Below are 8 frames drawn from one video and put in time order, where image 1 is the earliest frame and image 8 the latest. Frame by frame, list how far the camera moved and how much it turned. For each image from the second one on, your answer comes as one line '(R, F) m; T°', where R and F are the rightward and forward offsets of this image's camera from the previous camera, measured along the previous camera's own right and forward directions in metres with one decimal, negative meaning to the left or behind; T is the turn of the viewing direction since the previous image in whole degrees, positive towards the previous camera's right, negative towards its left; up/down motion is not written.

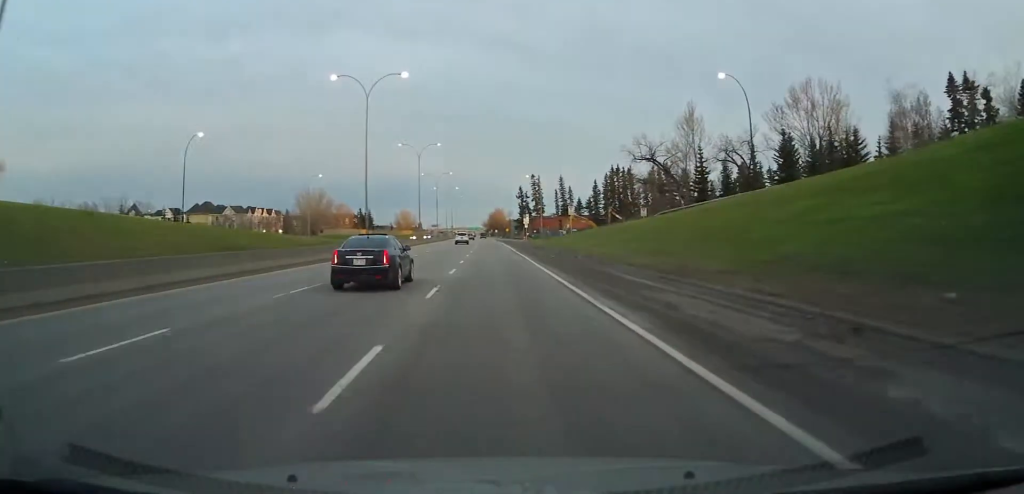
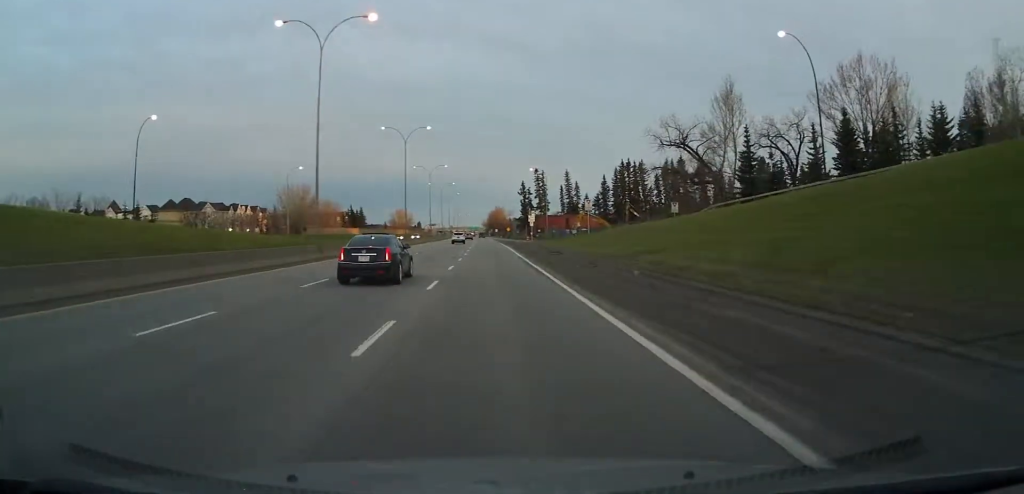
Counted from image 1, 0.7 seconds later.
(0.0, +15.3) m; 0°
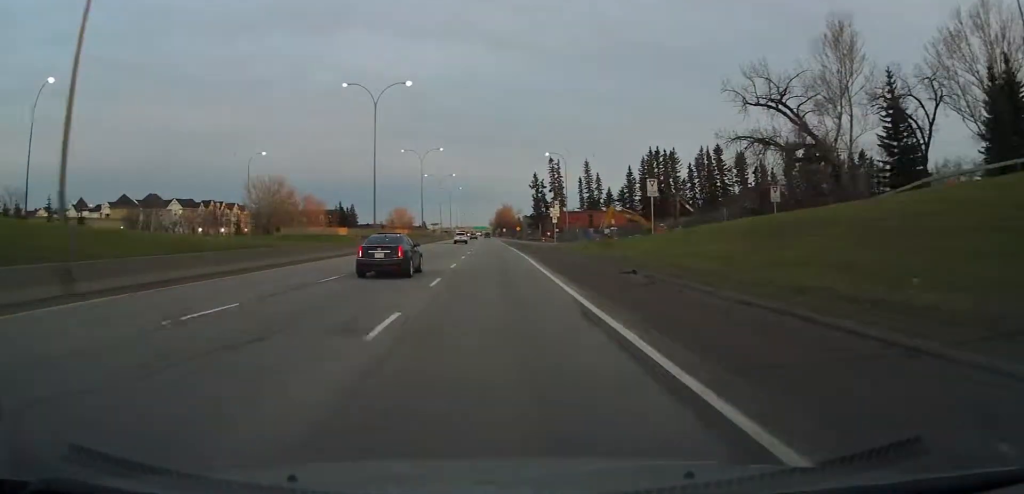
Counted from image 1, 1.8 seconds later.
(0.0, +25.3) m; 0°
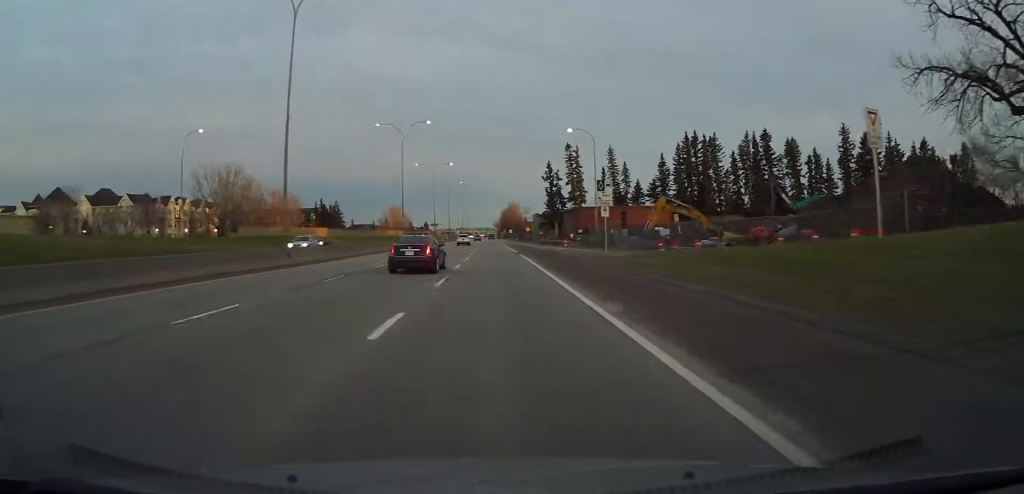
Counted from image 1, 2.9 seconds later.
(0.0, +26.4) m; 0°
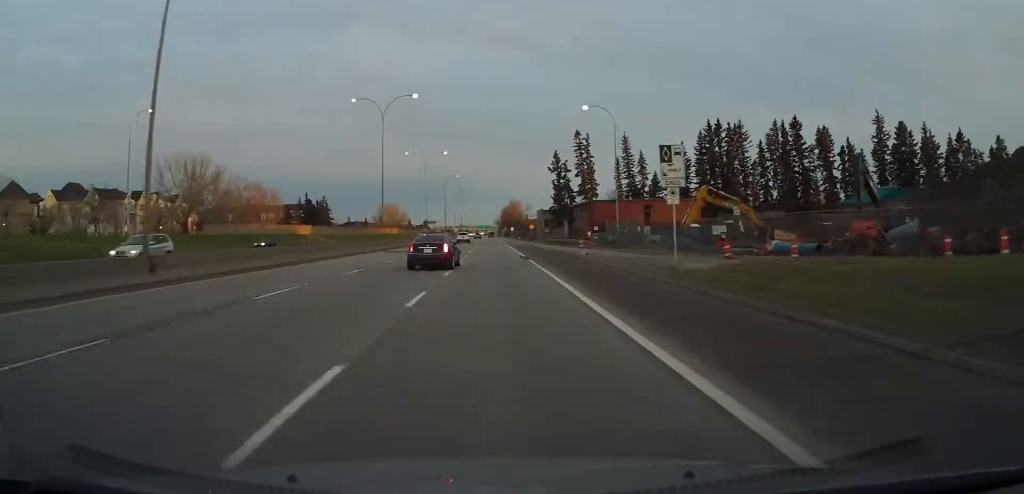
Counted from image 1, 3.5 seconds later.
(0.0, +14.2) m; 0°
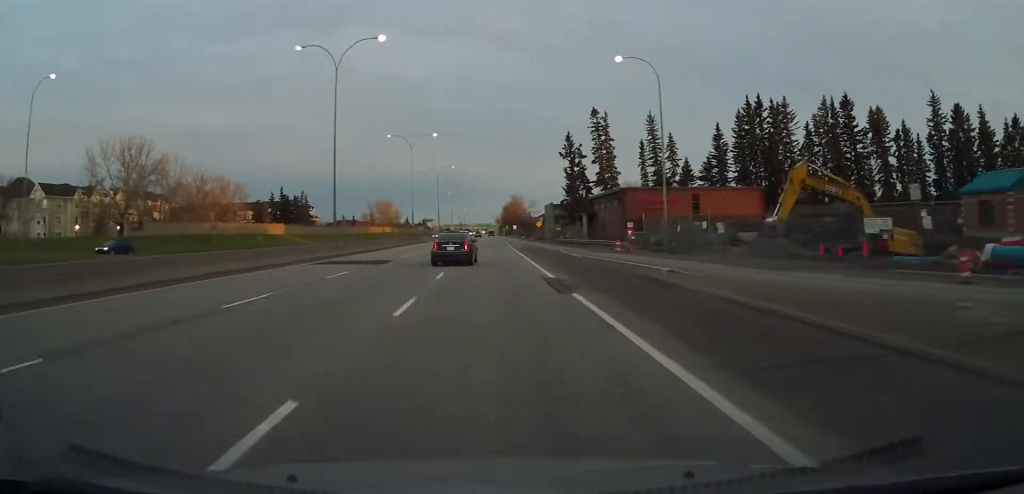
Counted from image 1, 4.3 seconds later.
(0.0, +19.7) m; 0°
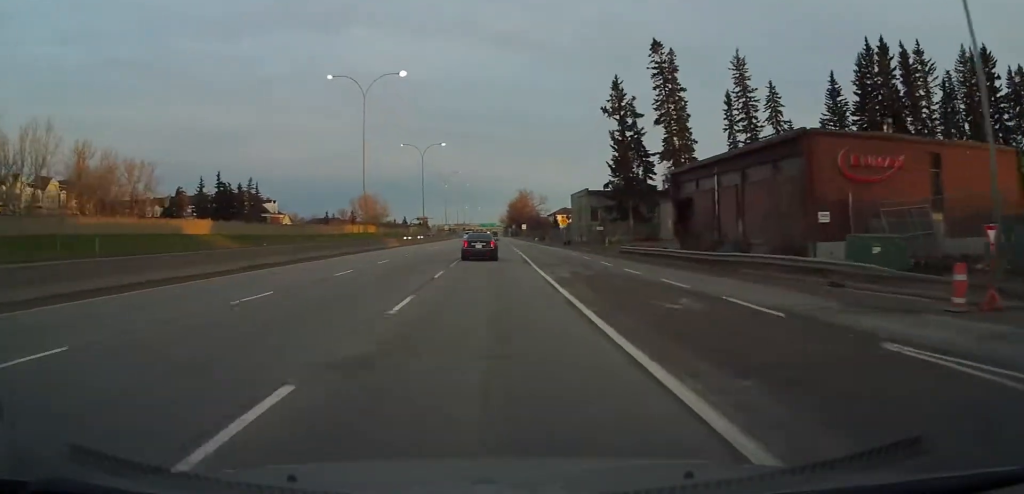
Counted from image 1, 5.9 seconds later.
(-0.5, +36.1) m; -1°
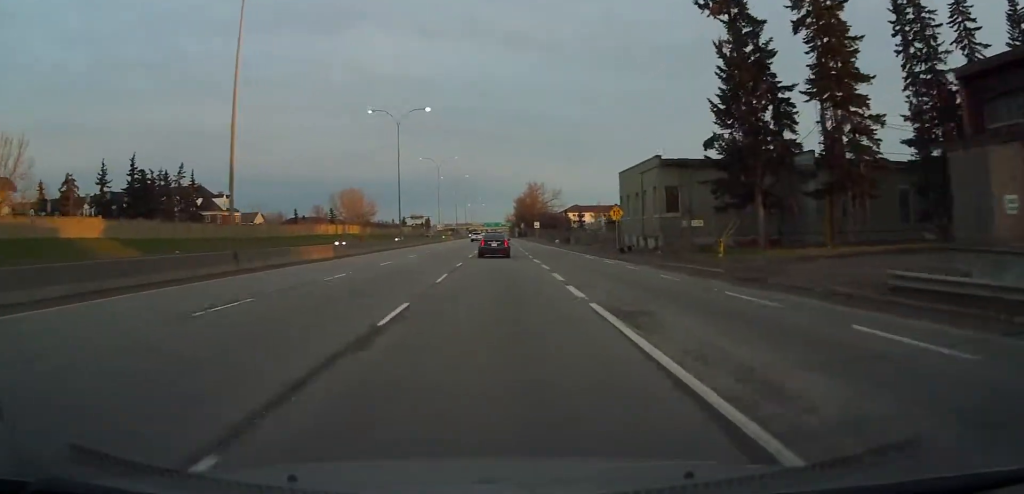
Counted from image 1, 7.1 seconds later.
(0.0, +29.2) m; 0°
